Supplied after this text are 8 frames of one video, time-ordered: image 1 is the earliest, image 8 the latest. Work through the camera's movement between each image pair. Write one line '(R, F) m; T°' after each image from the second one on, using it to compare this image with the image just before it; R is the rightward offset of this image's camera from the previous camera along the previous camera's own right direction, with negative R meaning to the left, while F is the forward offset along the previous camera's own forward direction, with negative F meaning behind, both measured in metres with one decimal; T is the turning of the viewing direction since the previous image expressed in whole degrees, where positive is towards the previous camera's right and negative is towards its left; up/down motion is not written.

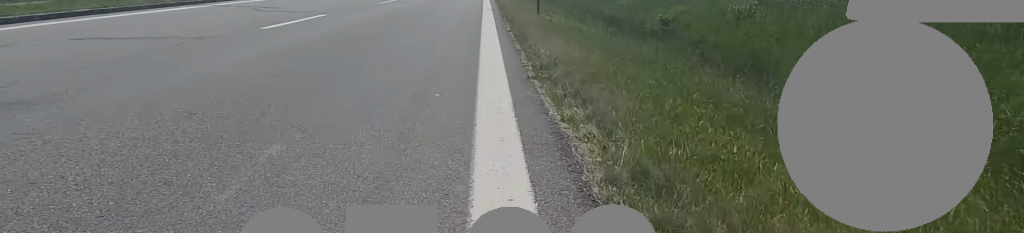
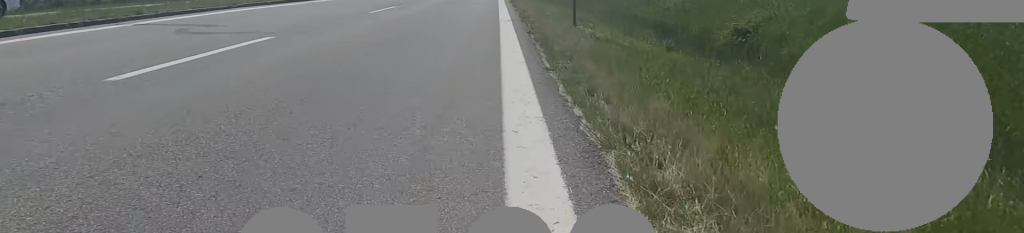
(+0.2, +3.8) m; 0°
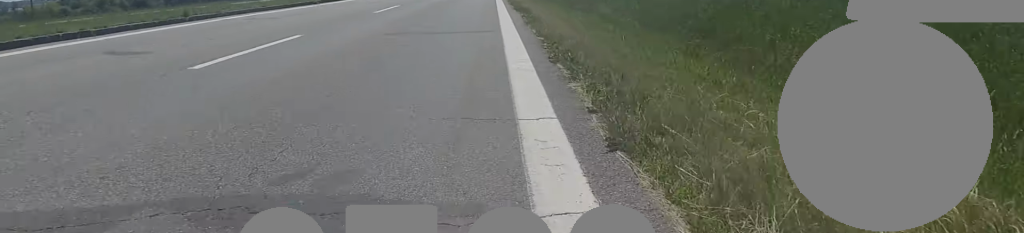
(-0.2, +17.3) m; -2°
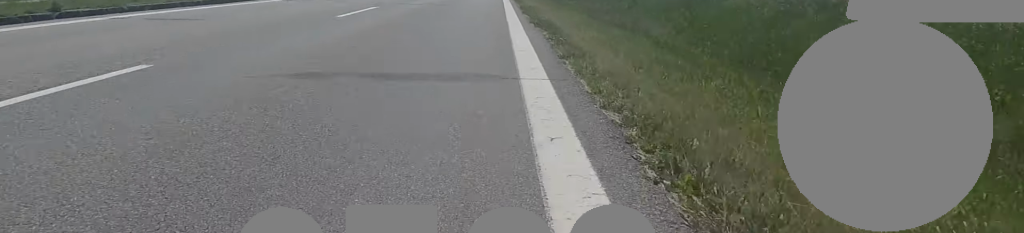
(+0.3, +3.9) m; 0°
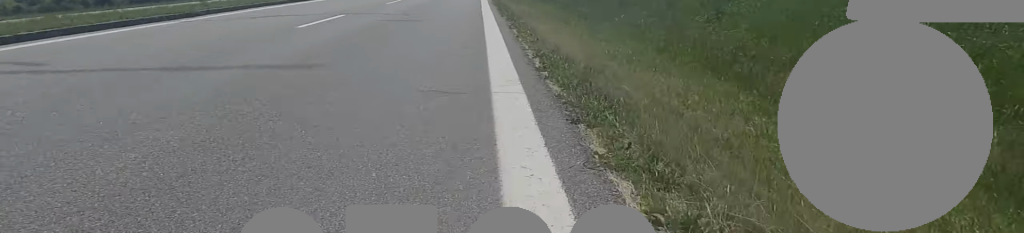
(-0.5, +9.6) m; 0°
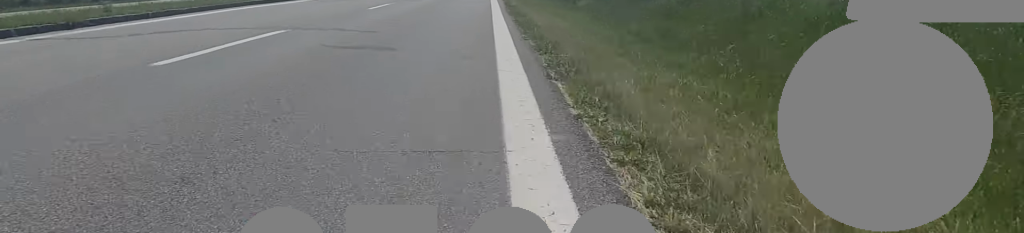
(+0.3, +4.2) m; 0°
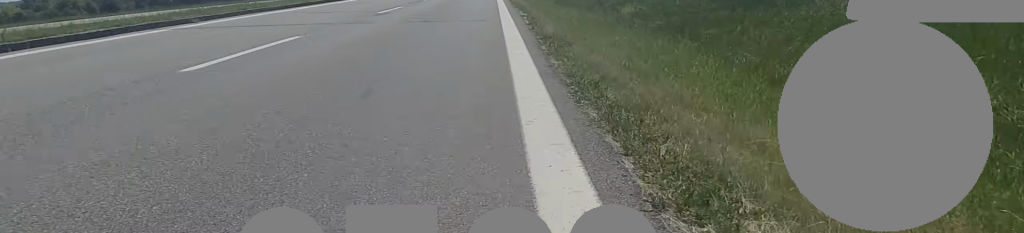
(-0.1, +8.6) m; +1°
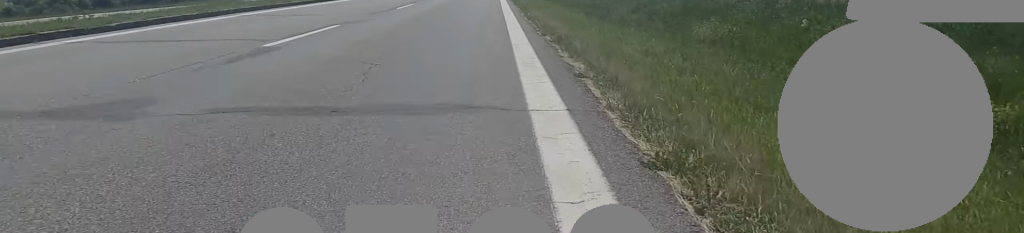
(+0.2, +7.5) m; +4°
